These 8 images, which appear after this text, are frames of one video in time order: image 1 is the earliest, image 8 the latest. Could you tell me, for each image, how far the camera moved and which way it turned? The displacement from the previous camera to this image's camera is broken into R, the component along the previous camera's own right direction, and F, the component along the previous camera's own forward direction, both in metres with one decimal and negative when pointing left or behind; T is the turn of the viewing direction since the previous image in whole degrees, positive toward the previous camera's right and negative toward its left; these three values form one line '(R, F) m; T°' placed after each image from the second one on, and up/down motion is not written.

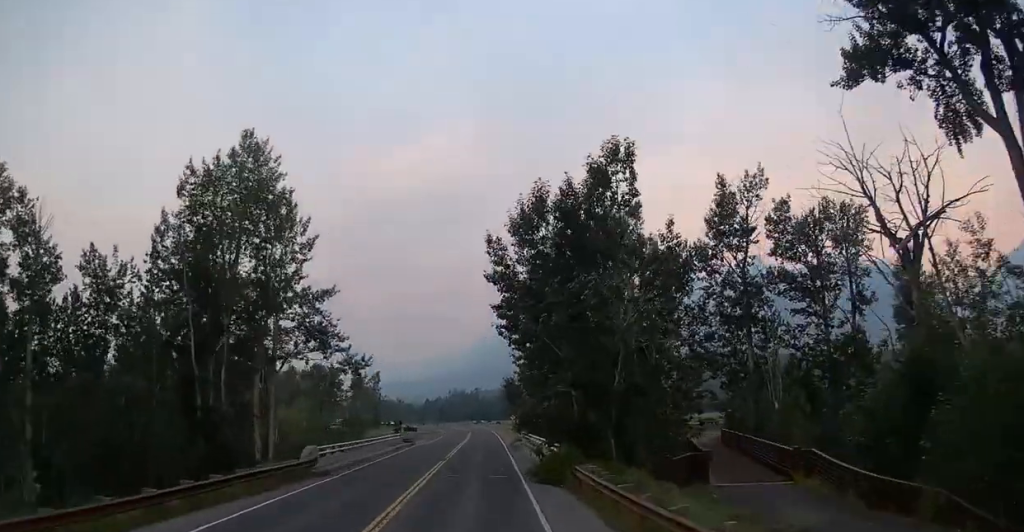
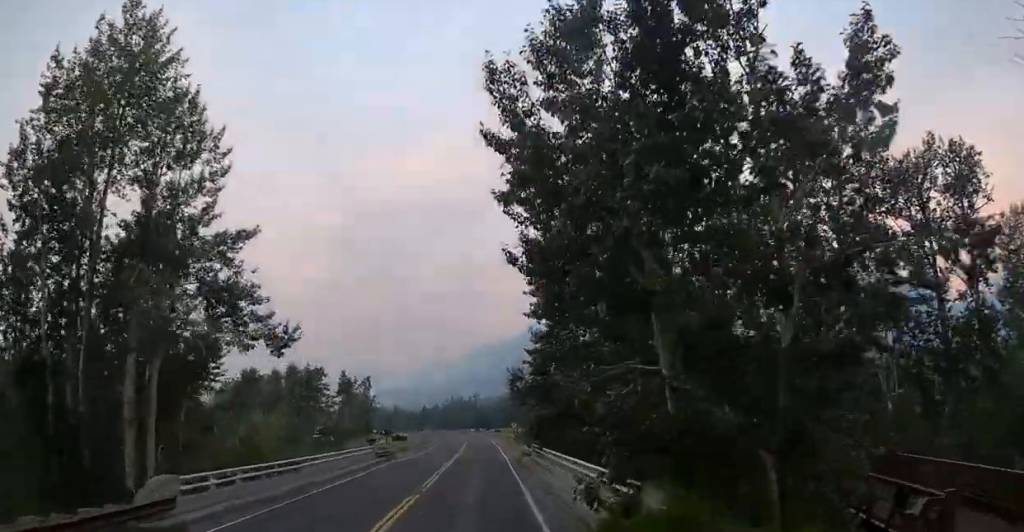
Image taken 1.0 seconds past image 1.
(-0.2, +13.2) m; 0°
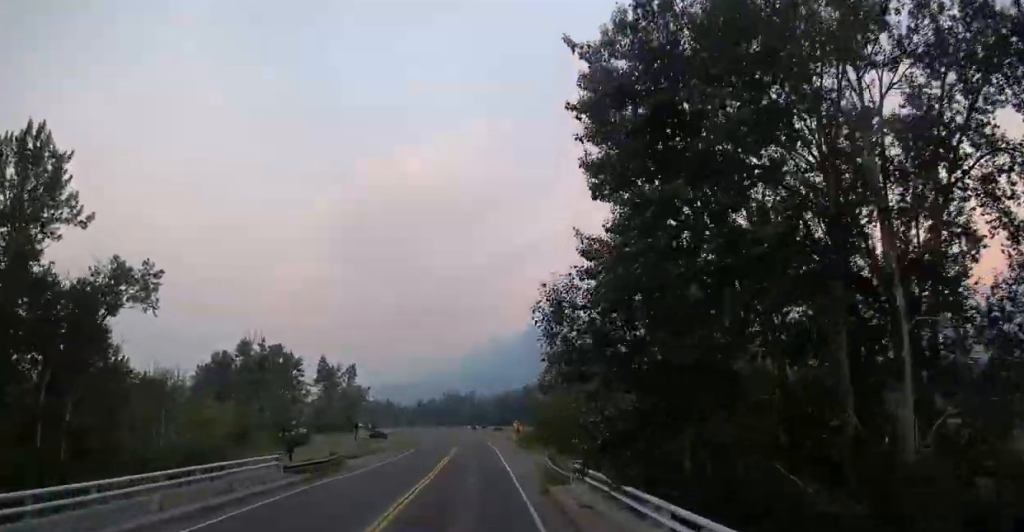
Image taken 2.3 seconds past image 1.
(+0.3, +20.2) m; +1°
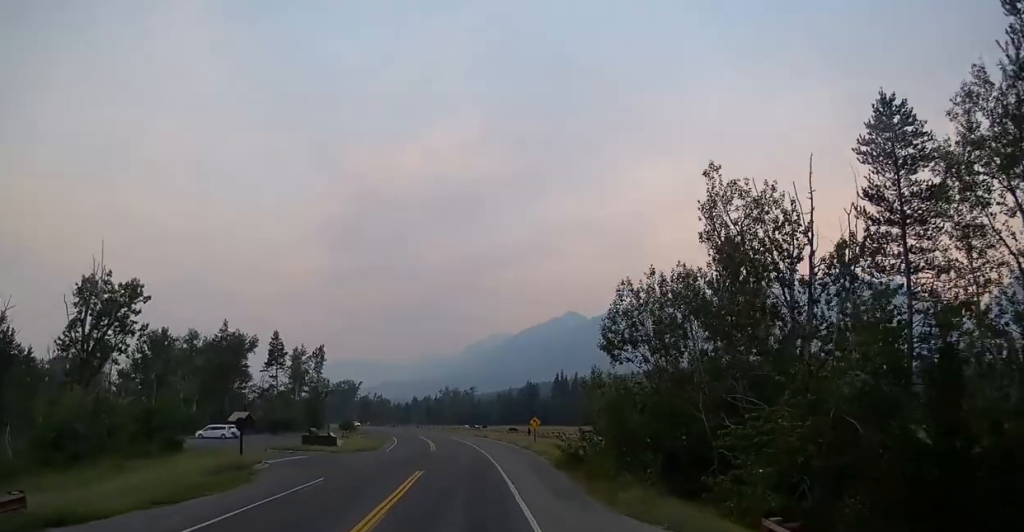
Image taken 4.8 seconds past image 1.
(-0.3, +33.0) m; 0°
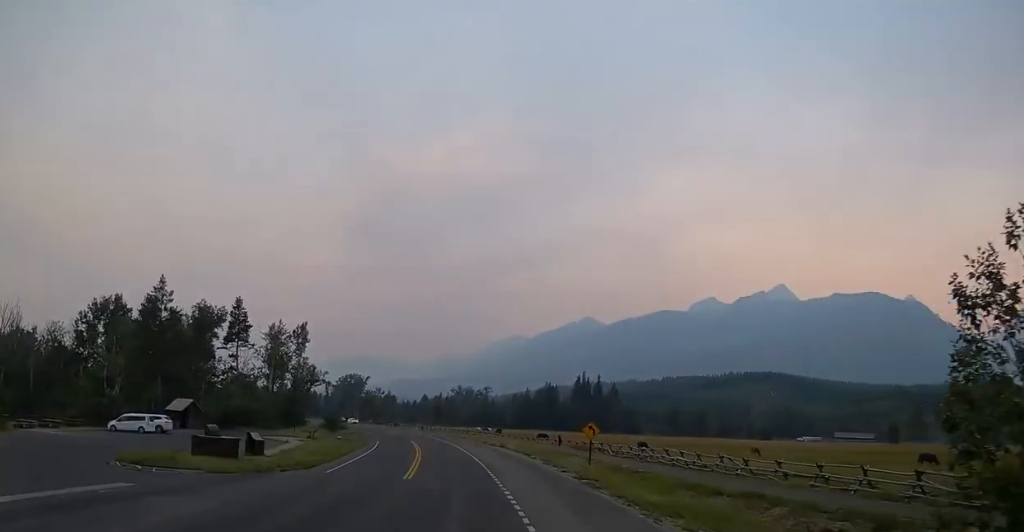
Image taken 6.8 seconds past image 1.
(-0.1, +26.2) m; -1°
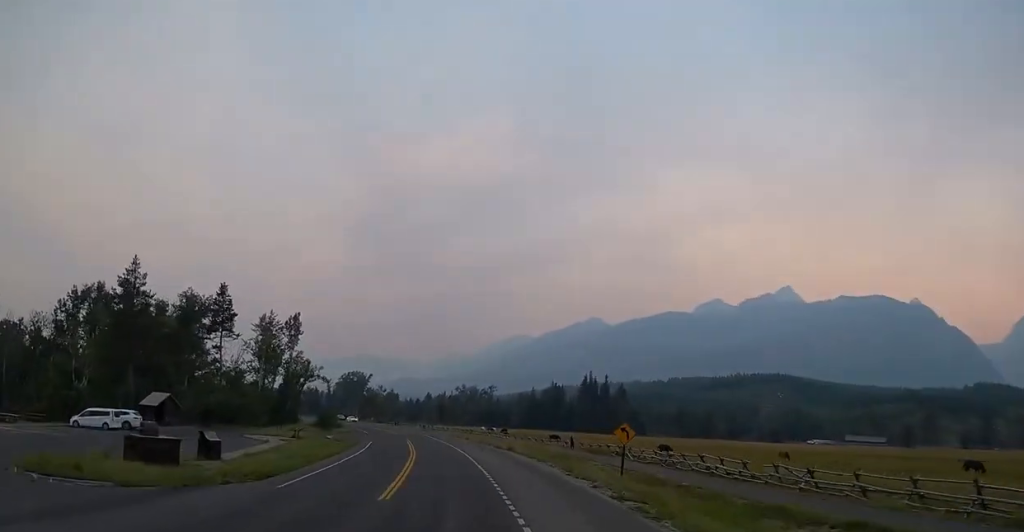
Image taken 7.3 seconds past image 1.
(-0.2, +8.0) m; -1°
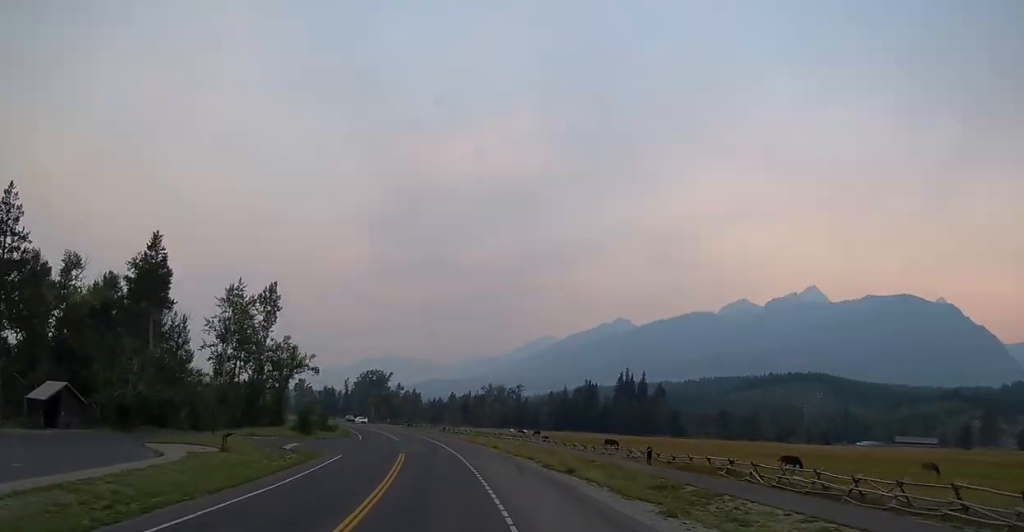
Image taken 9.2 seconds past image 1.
(-0.5, +23.5) m; -3°
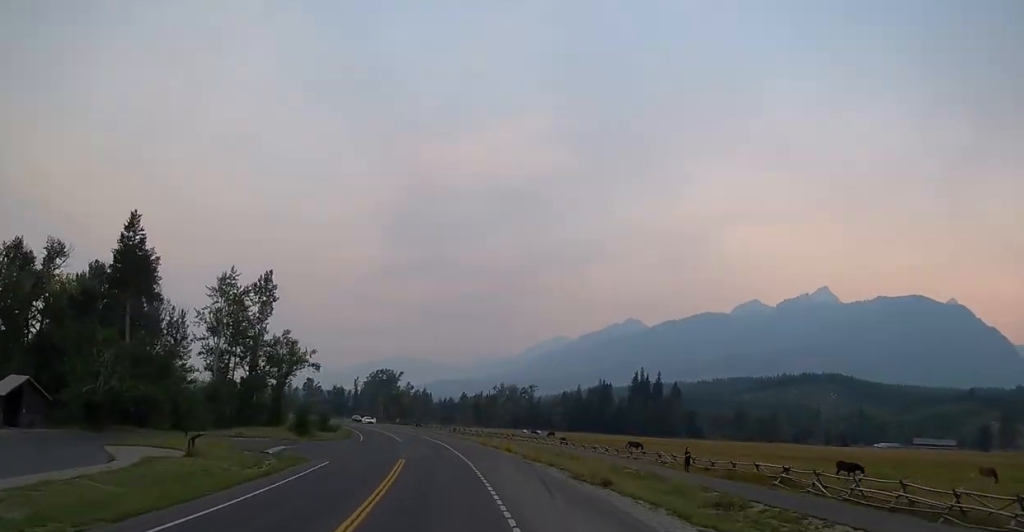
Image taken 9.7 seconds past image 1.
(-0.2, +6.2) m; -1°
